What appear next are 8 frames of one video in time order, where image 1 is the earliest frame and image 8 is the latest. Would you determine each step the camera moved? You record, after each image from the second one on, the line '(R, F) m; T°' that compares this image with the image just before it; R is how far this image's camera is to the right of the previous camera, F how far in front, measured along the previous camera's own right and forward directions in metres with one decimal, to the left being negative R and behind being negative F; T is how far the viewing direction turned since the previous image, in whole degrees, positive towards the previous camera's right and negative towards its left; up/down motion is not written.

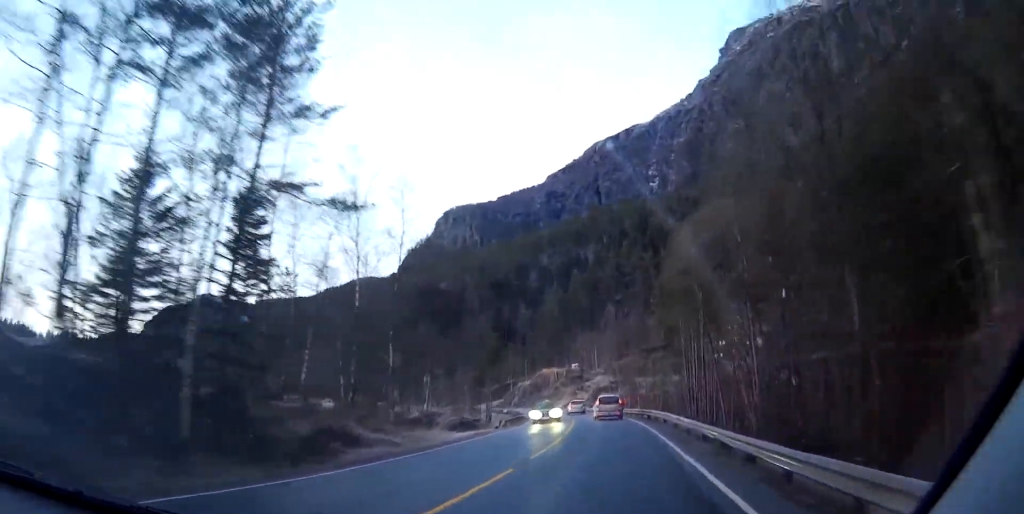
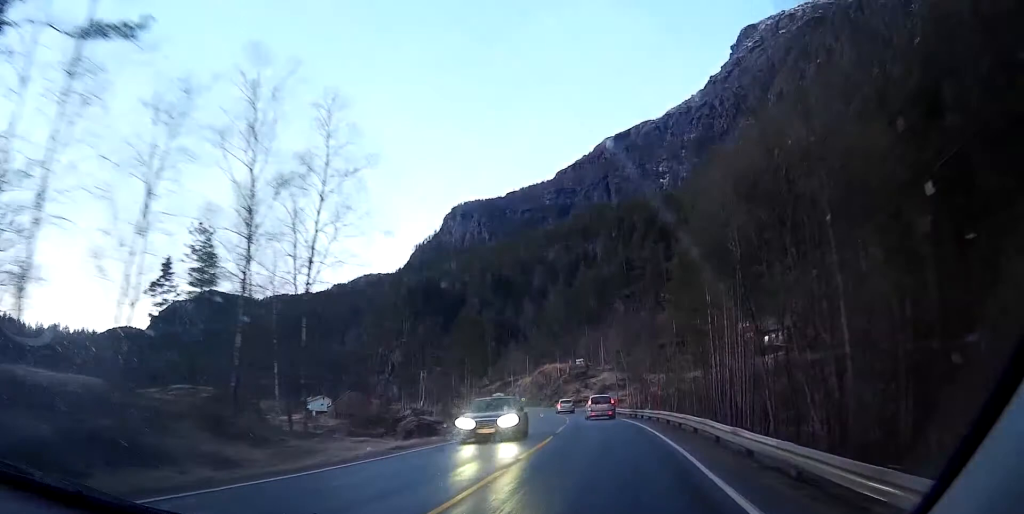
(-0.1, +12.7) m; -2°
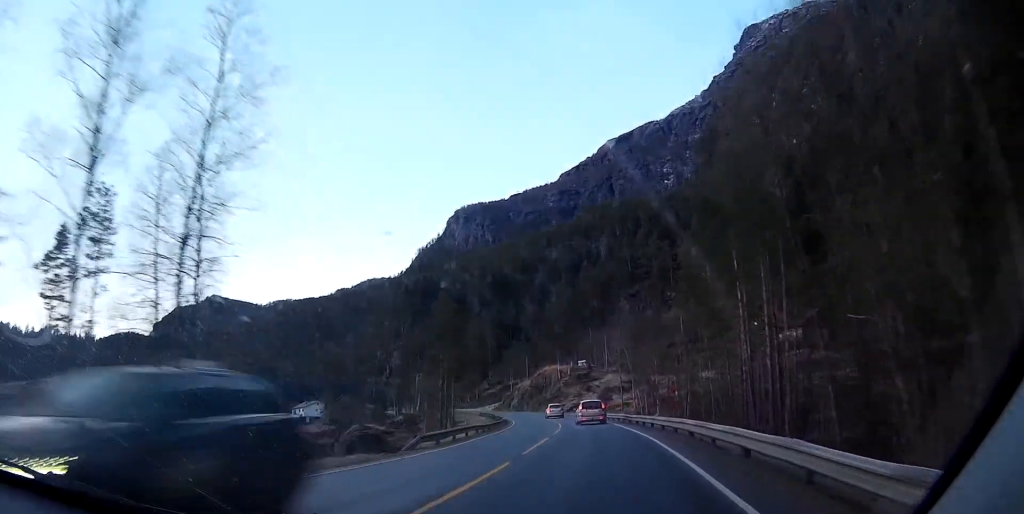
(-0.2, +9.6) m; -1°
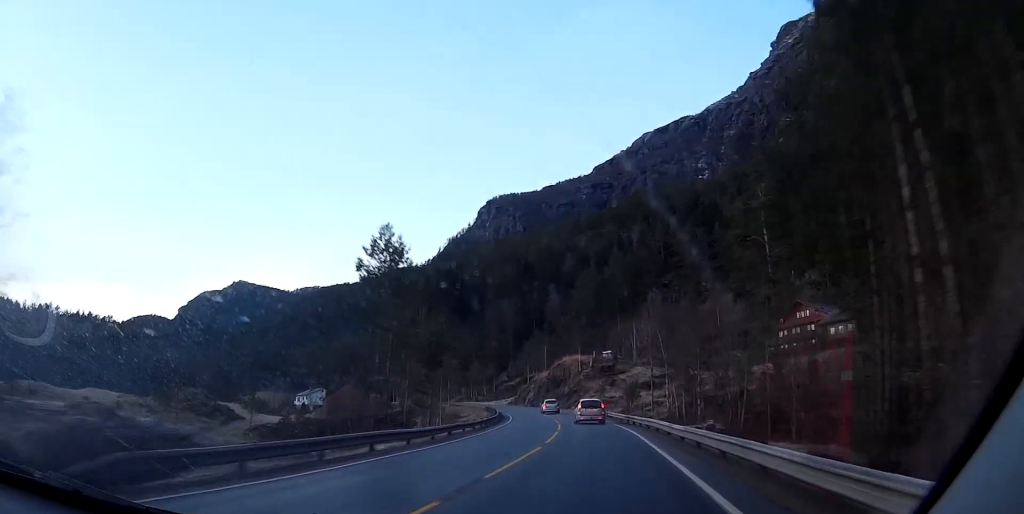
(-0.2, +17.9) m; -1°
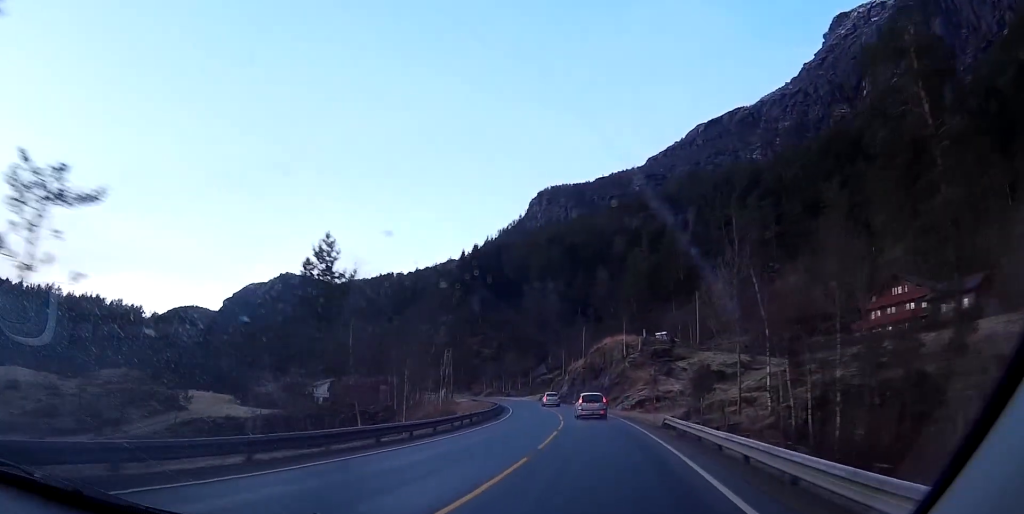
(-0.6, +29.2) m; -3°
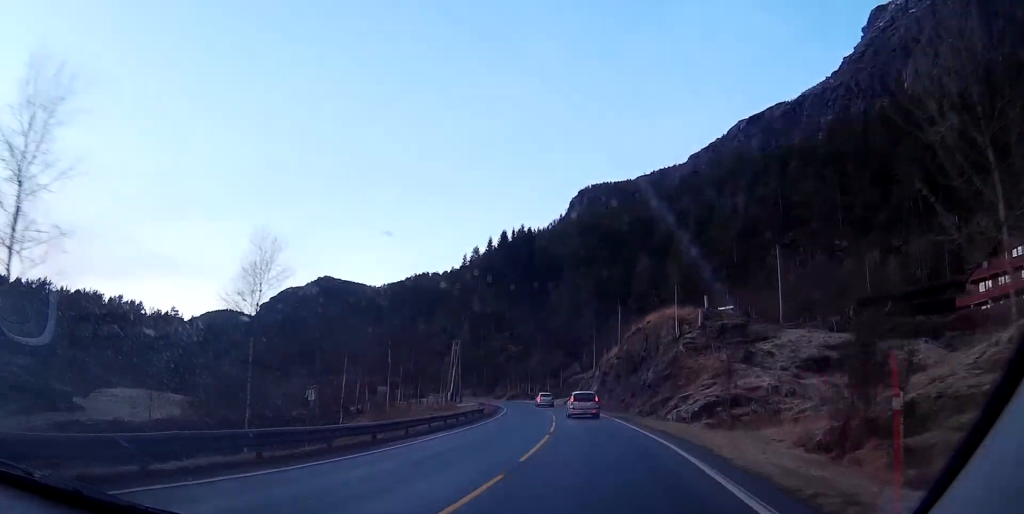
(-0.8, +27.6) m; -3°
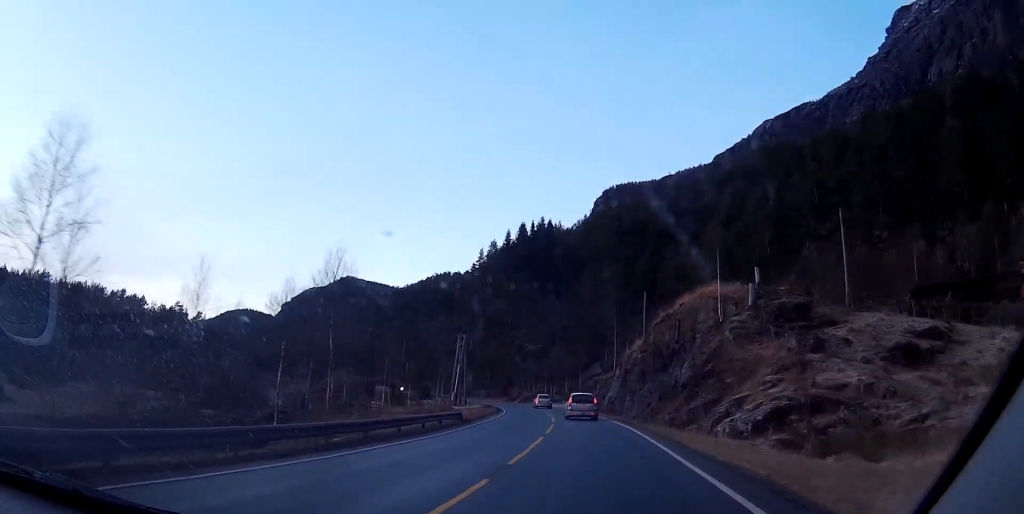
(-0.1, +12.9) m; -2°
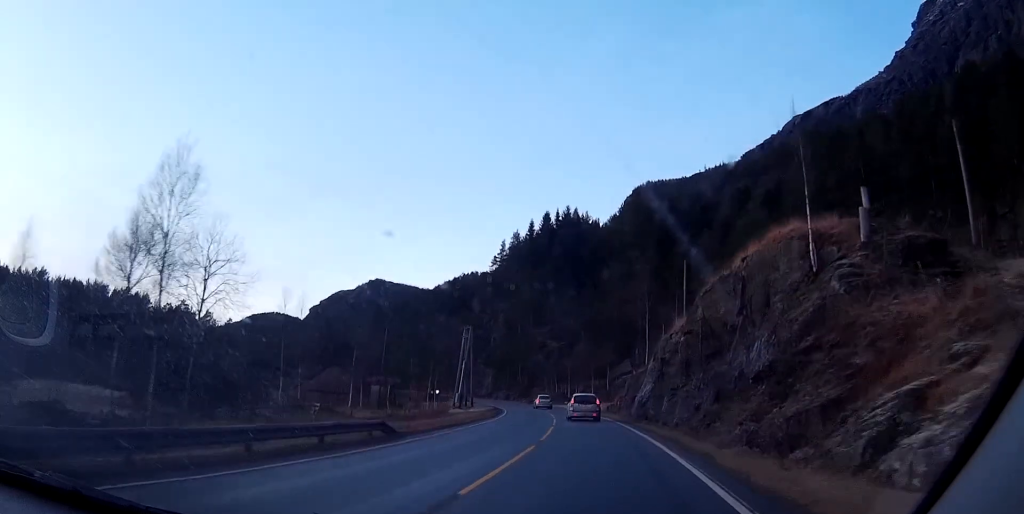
(-0.3, +15.8) m; -3°
